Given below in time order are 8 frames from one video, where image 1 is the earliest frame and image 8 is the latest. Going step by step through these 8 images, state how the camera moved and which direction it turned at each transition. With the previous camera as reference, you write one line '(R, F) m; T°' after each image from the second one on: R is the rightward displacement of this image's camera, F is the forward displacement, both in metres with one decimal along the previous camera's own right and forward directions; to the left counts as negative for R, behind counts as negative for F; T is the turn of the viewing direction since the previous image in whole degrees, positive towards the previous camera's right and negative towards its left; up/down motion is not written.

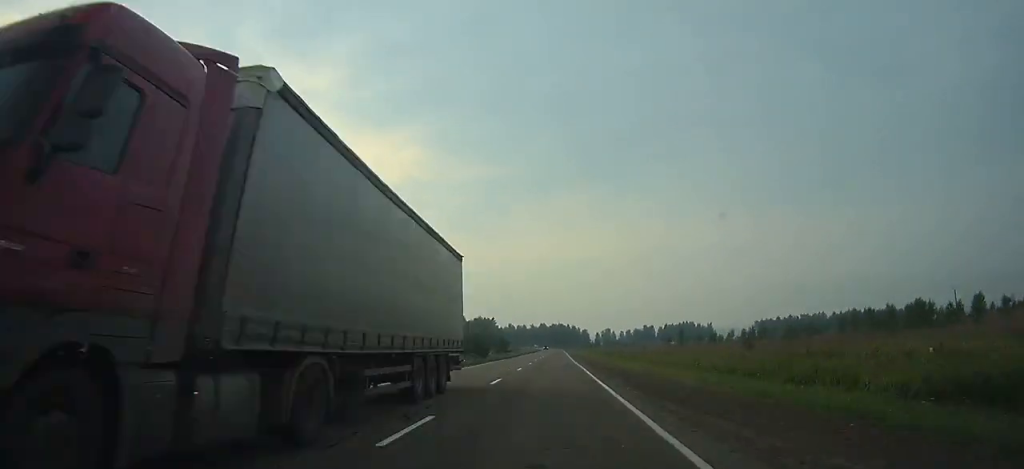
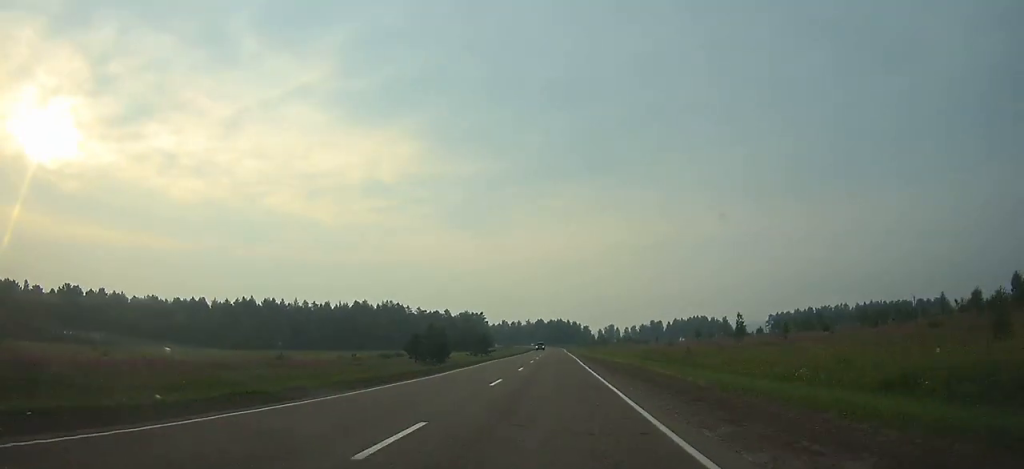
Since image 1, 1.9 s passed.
(0.0, +50.0) m; 0°
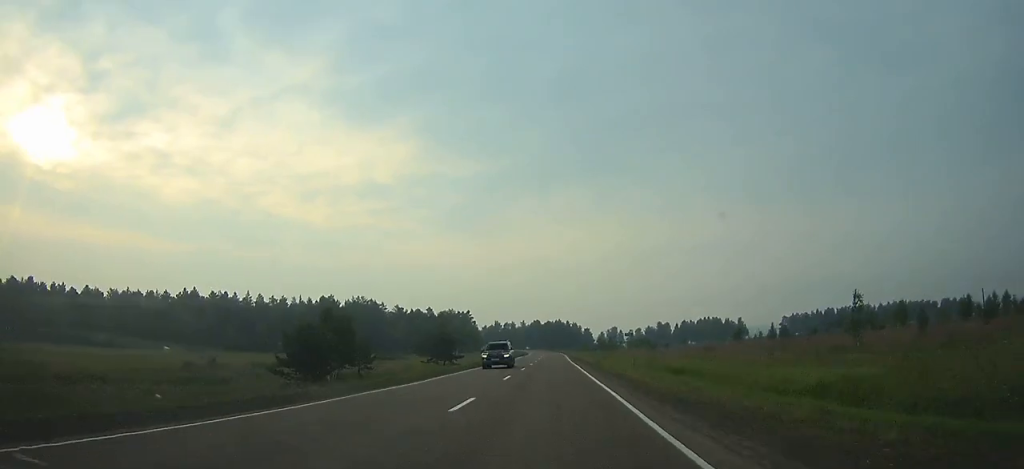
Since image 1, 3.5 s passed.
(+0.1, +41.7) m; 0°
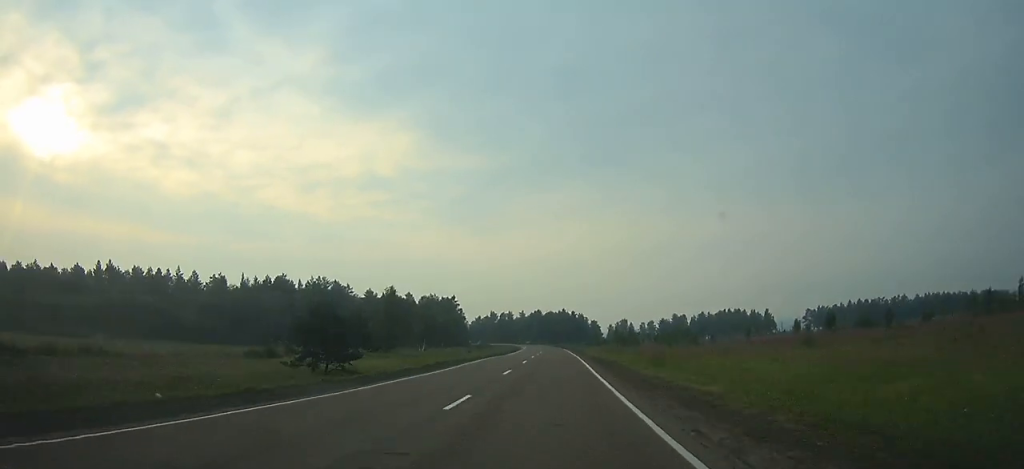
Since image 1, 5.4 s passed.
(0.0, +48.2) m; 0°
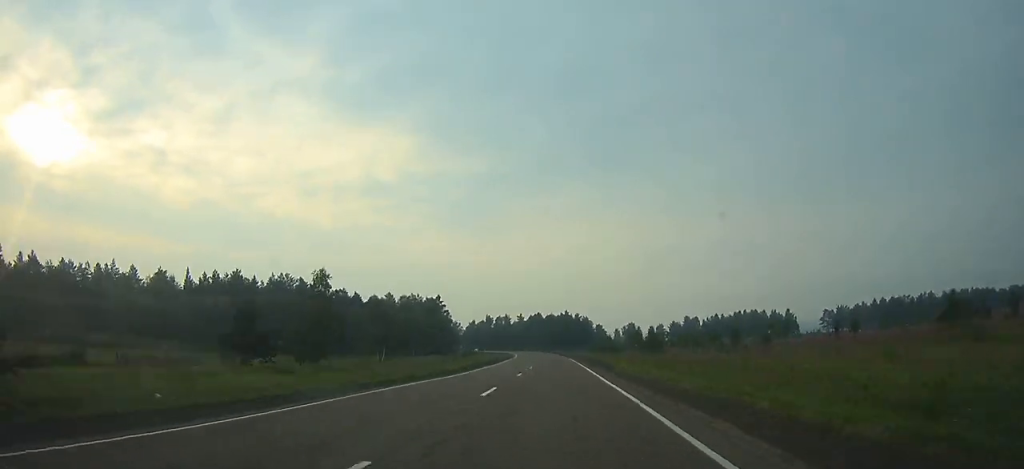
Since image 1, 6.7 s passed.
(+0.1, +32.2) m; -1°
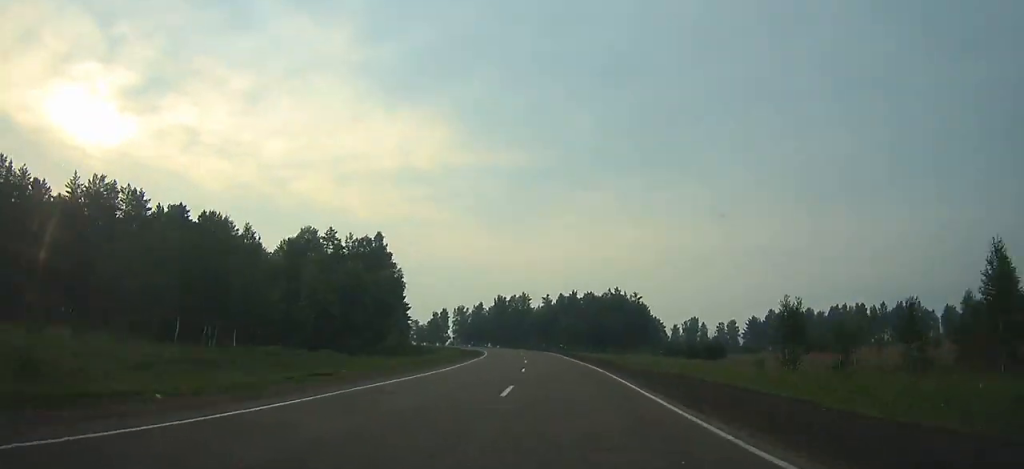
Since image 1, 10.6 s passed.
(-1.8, +91.3) m; -5°
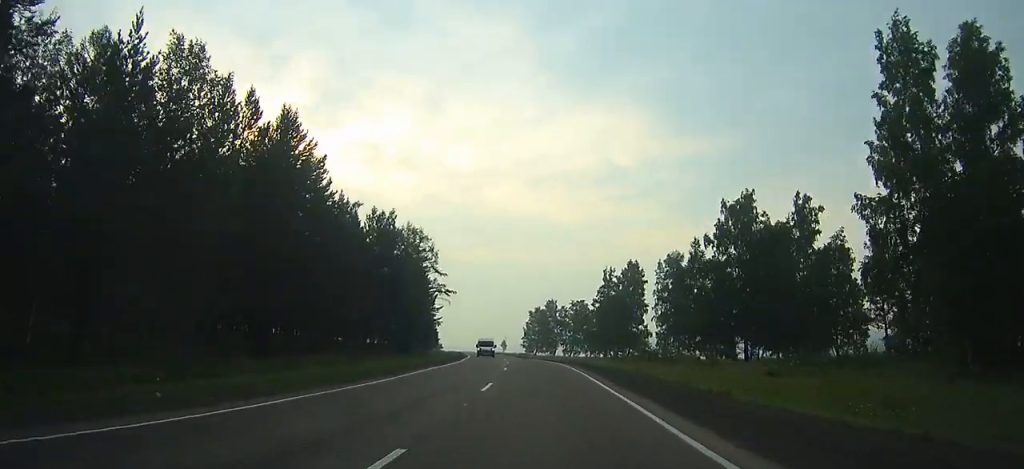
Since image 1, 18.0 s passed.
(-26.9, +160.6) m; -20°
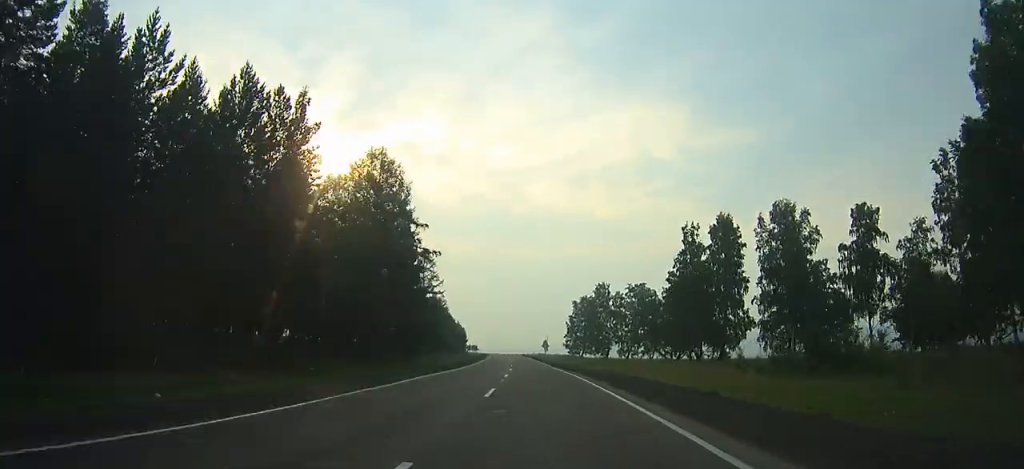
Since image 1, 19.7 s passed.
(-1.2, +37.2) m; -5°
